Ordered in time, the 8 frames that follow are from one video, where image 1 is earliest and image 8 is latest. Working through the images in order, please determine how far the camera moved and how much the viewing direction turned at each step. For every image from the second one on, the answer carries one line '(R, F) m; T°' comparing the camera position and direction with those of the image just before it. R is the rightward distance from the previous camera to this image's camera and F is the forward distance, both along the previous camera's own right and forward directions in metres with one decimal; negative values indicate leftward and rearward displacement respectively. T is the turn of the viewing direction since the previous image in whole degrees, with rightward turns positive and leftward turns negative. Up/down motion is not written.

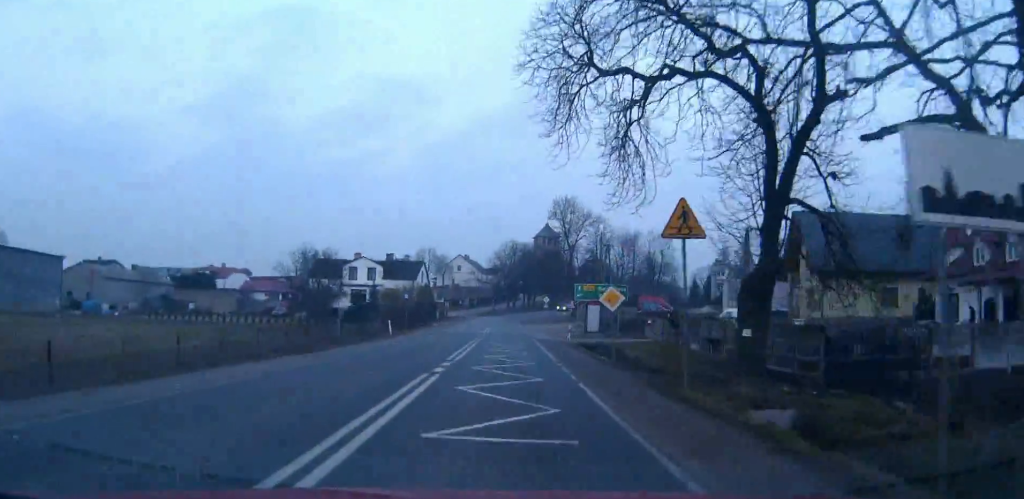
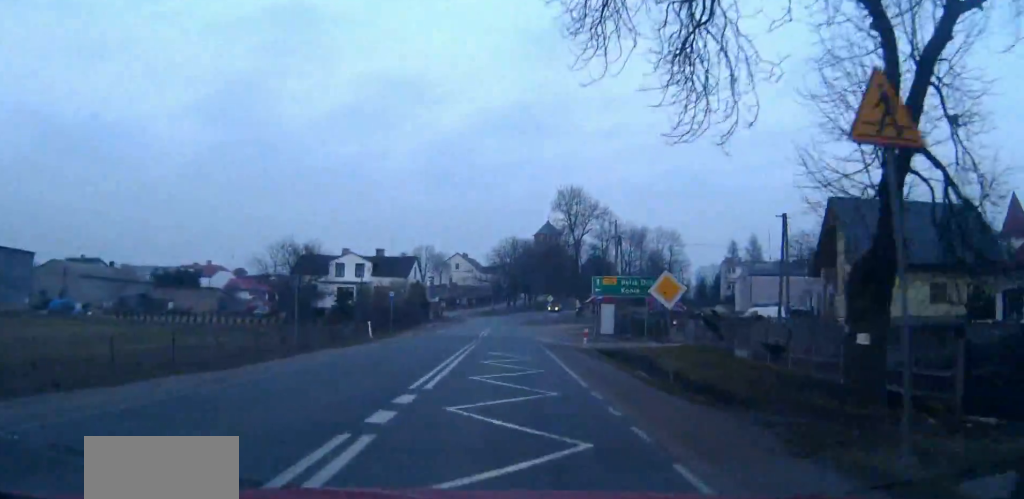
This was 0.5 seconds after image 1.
(0.0, +7.6) m; 0°
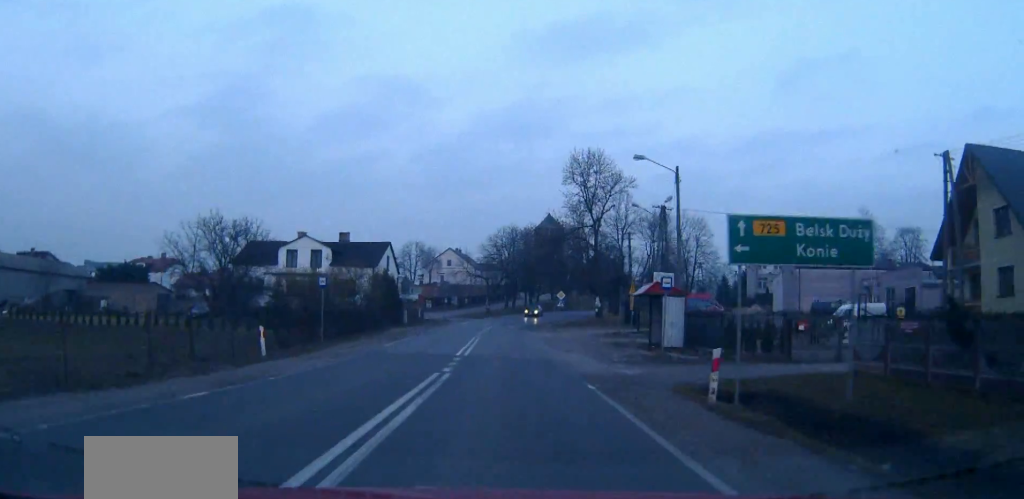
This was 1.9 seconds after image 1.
(0.0, +19.6) m; 0°
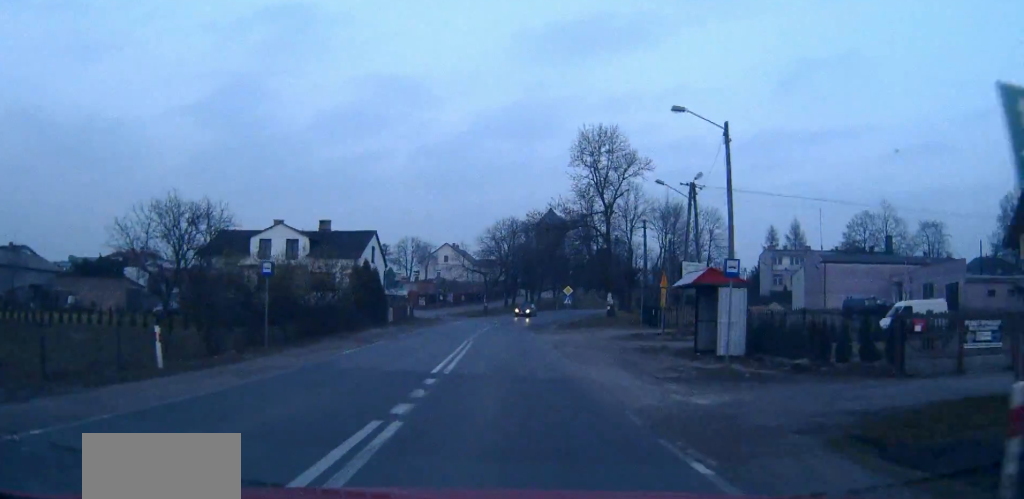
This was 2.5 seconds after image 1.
(0.0, +7.8) m; 0°
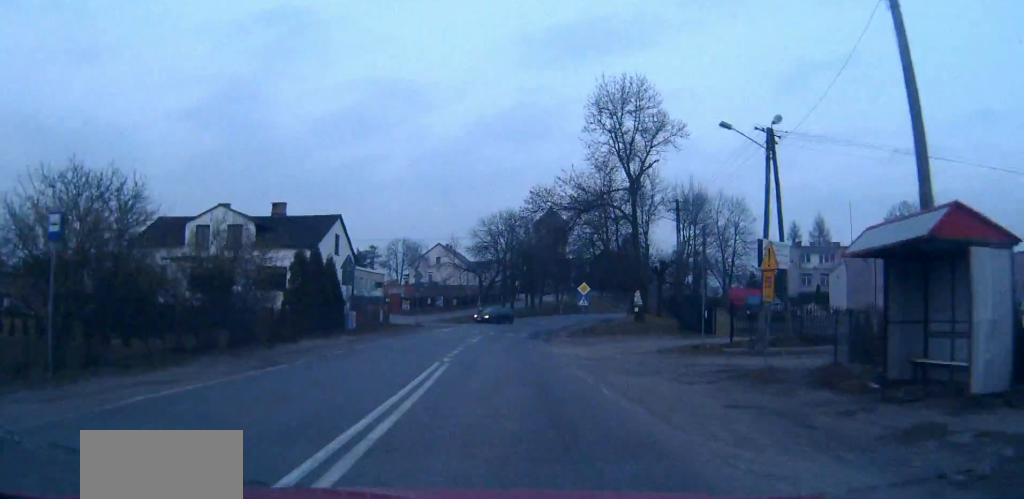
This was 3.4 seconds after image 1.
(0.0, +12.8) m; 0°
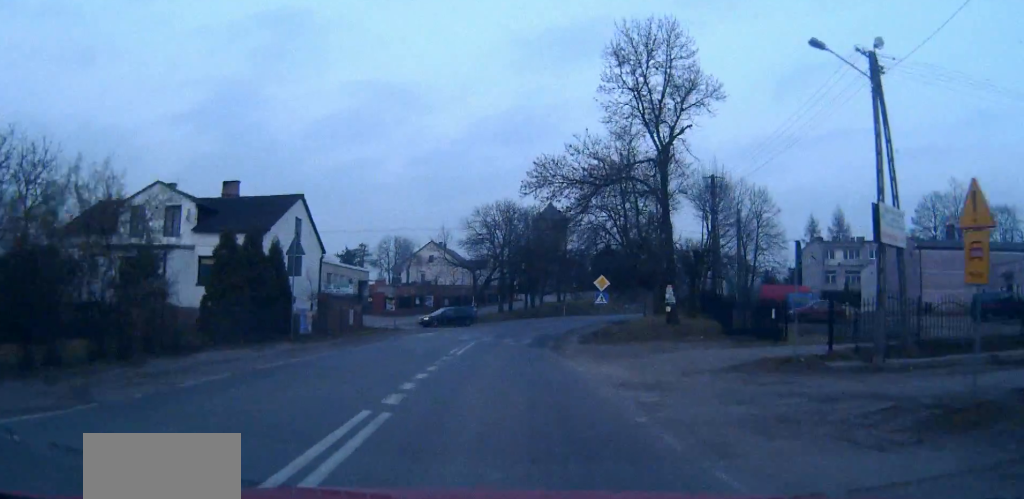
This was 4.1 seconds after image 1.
(0.0, +9.1) m; 0°
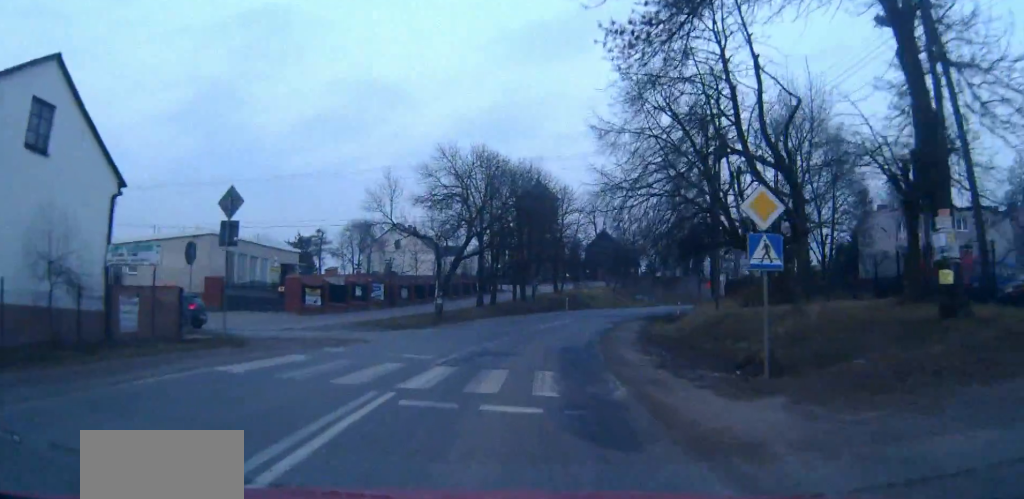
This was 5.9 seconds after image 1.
(+0.2, +24.2) m; +2°
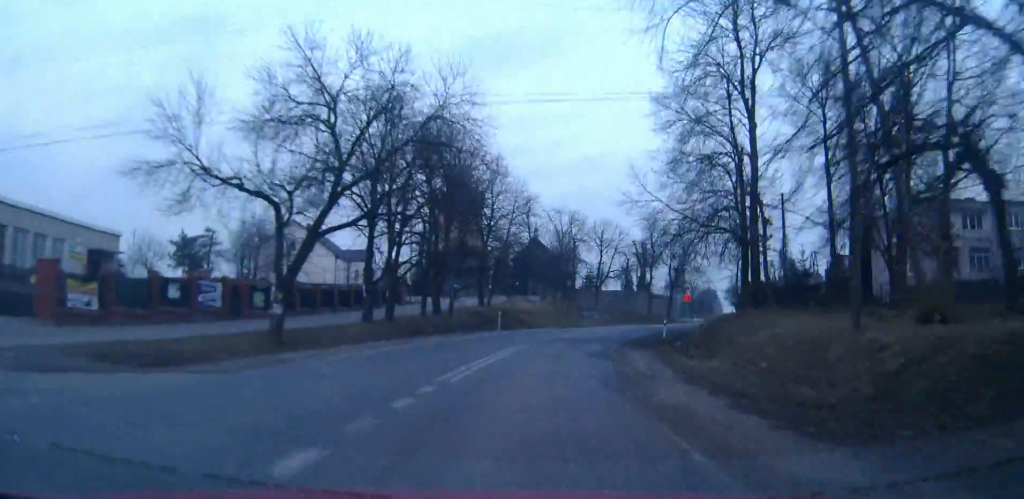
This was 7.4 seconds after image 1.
(+0.8, +21.0) m; +5°
